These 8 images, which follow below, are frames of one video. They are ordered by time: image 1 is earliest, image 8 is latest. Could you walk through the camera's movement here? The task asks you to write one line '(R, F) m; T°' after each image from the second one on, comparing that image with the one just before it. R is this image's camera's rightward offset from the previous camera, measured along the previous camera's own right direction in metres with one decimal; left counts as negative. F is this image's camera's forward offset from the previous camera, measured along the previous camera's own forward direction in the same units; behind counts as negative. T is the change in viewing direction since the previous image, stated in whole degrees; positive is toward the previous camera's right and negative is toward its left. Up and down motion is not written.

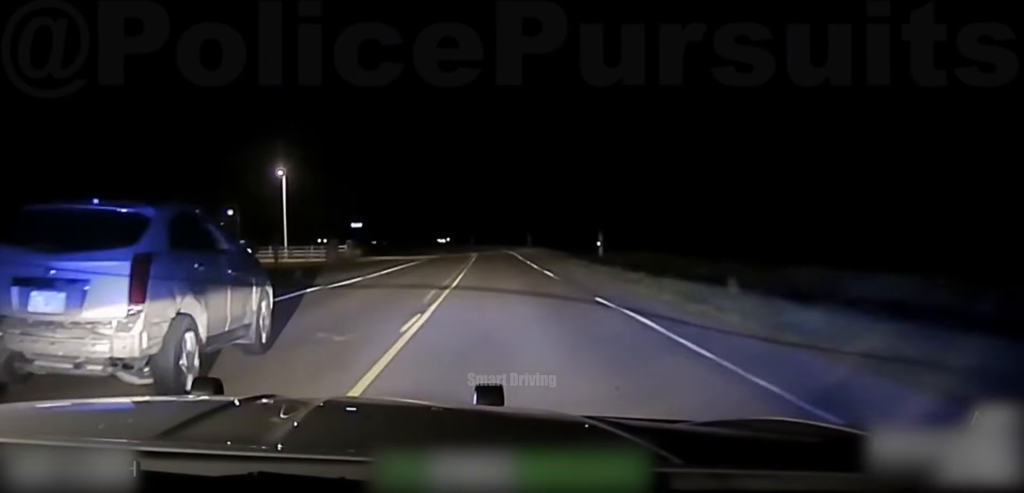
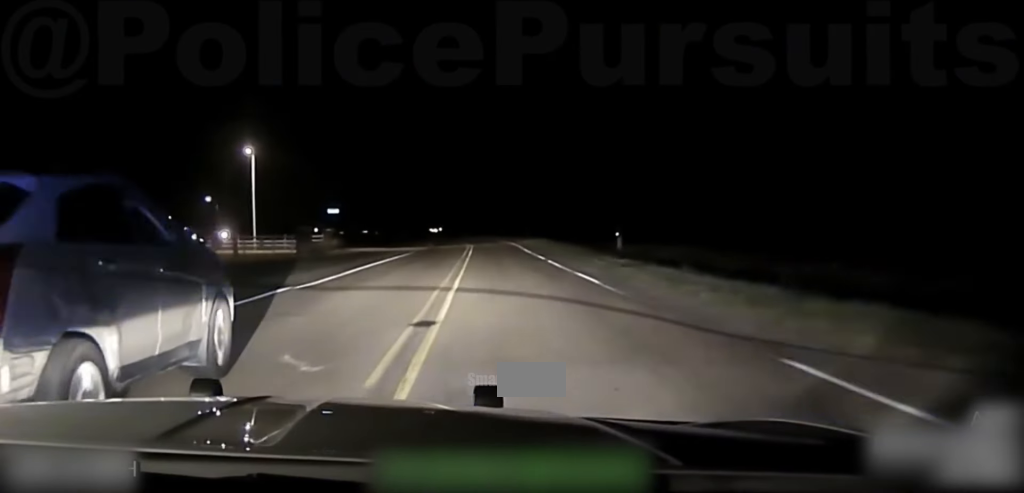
(+0.1, +7.3) m; +1°
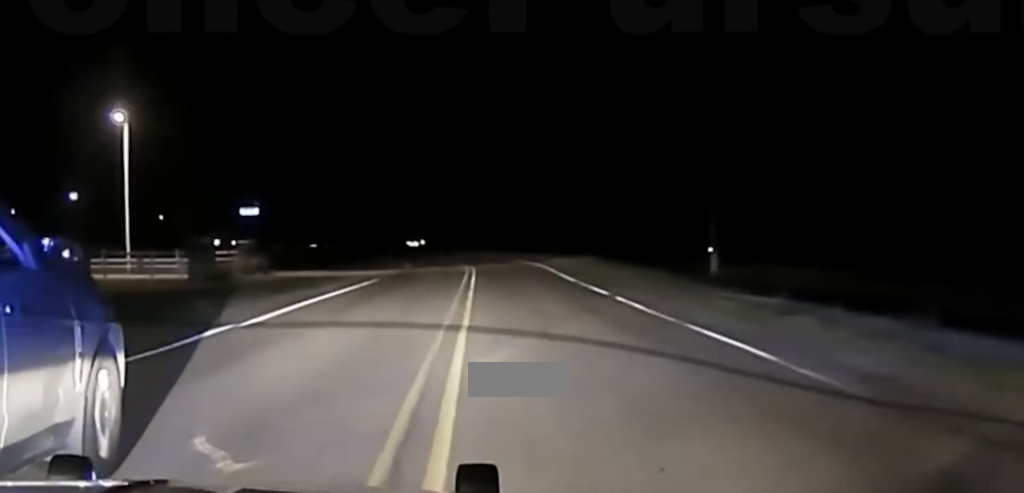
(0.0, +5.6) m; 0°
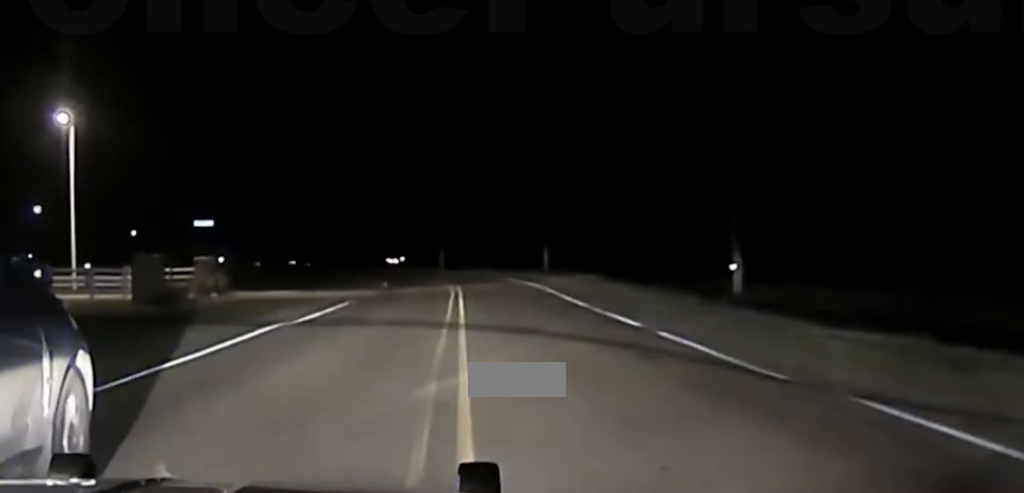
(0.0, +5.3) m; 0°
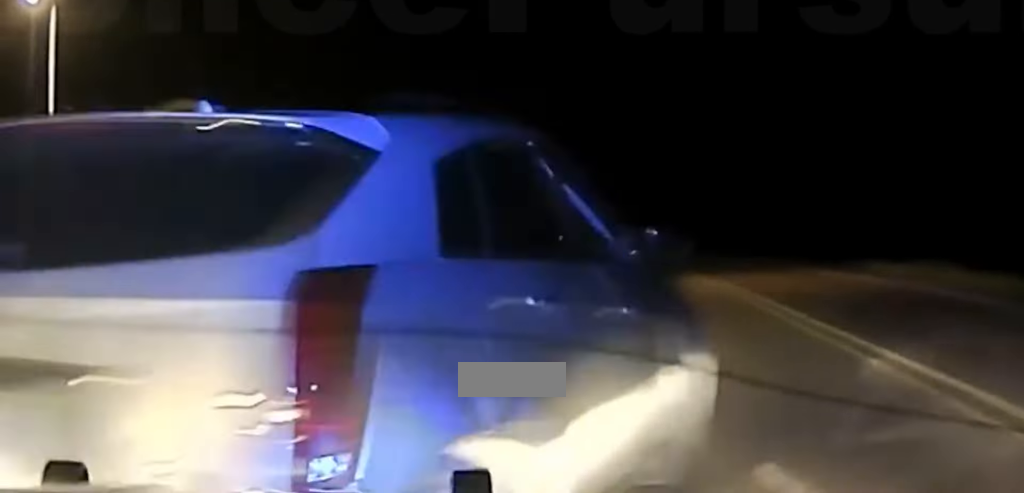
(0.0, +24.4) m; 0°
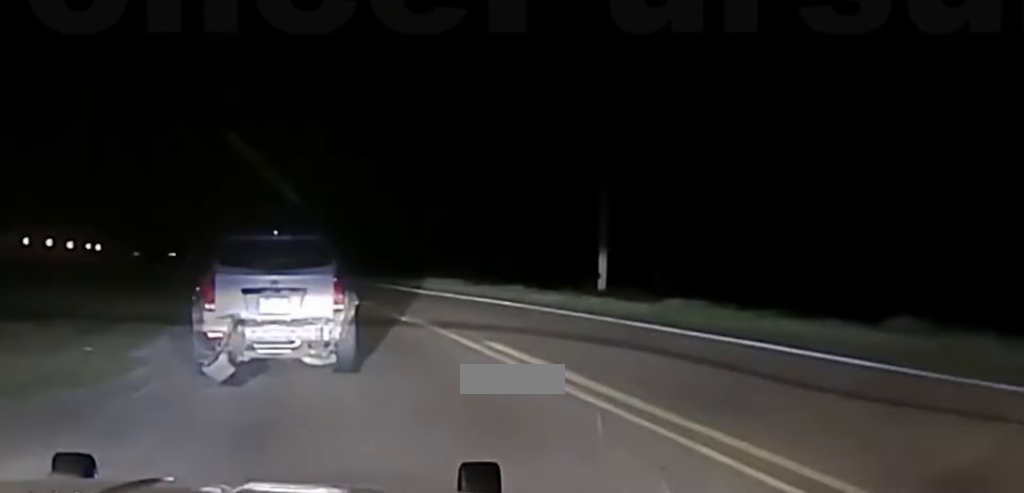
(0.0, +43.4) m; +2°
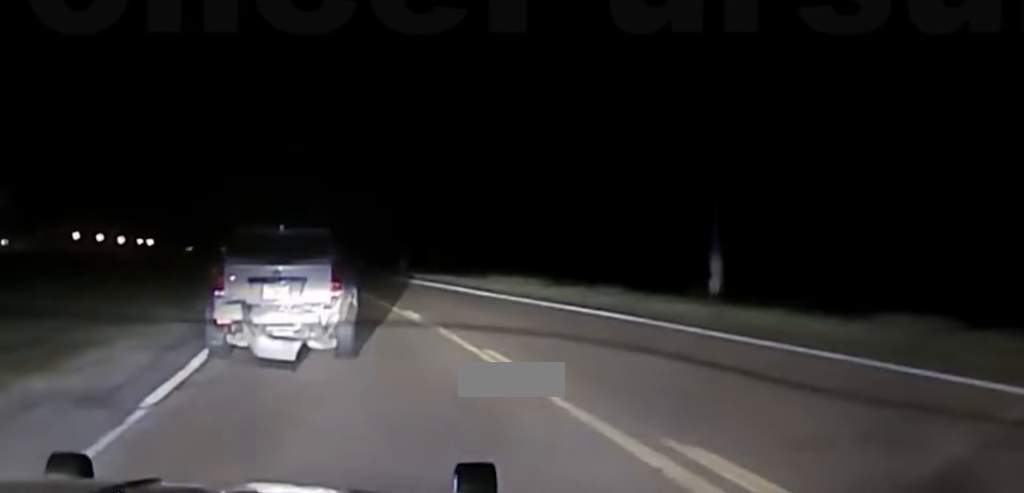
(+0.3, +15.0) m; 0°
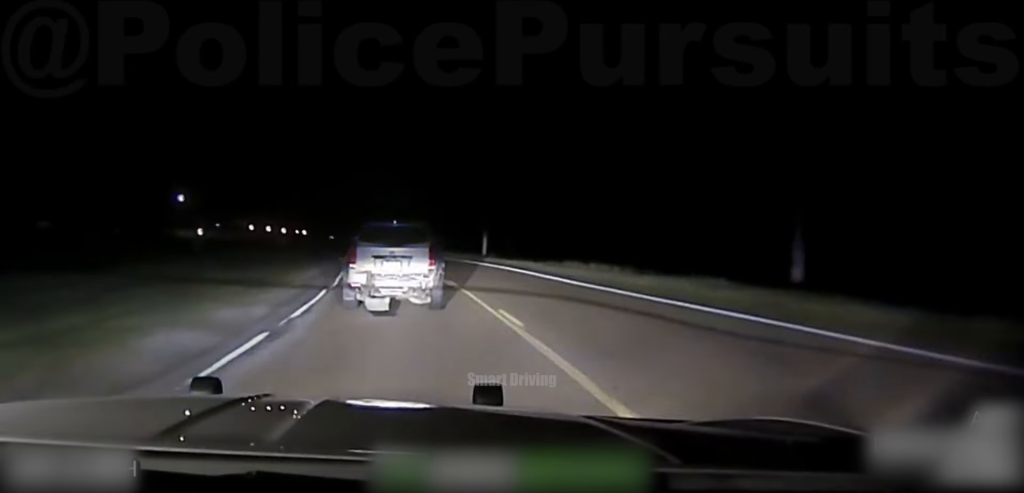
(+0.5, +17.0) m; -1°
